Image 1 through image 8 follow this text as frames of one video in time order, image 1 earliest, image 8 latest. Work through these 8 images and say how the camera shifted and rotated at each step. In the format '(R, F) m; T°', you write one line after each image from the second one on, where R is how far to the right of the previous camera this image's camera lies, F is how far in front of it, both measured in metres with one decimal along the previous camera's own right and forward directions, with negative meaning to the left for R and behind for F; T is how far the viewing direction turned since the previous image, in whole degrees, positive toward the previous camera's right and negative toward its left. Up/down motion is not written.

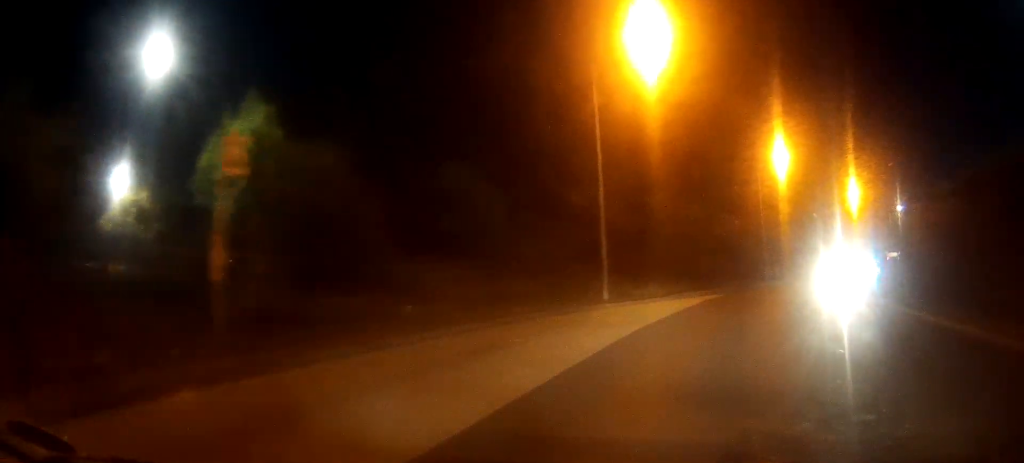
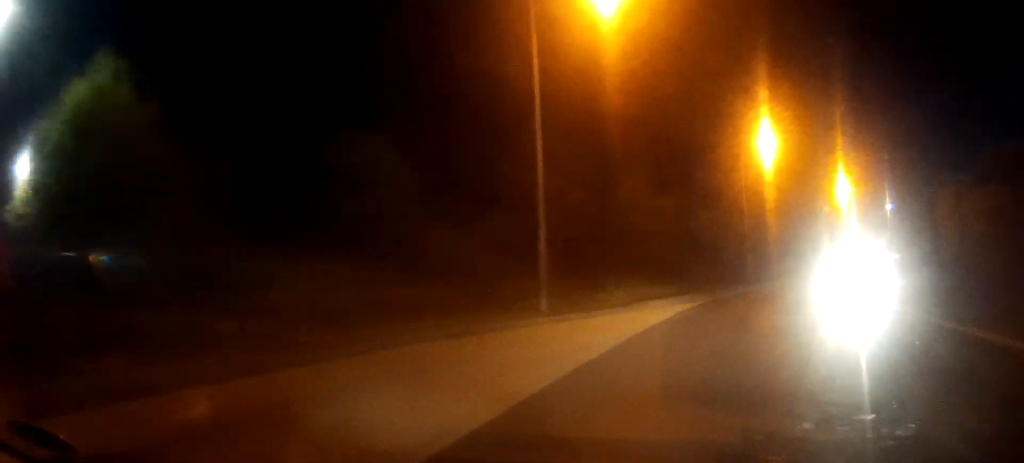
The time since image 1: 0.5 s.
(0.0, +7.6) m; +2°
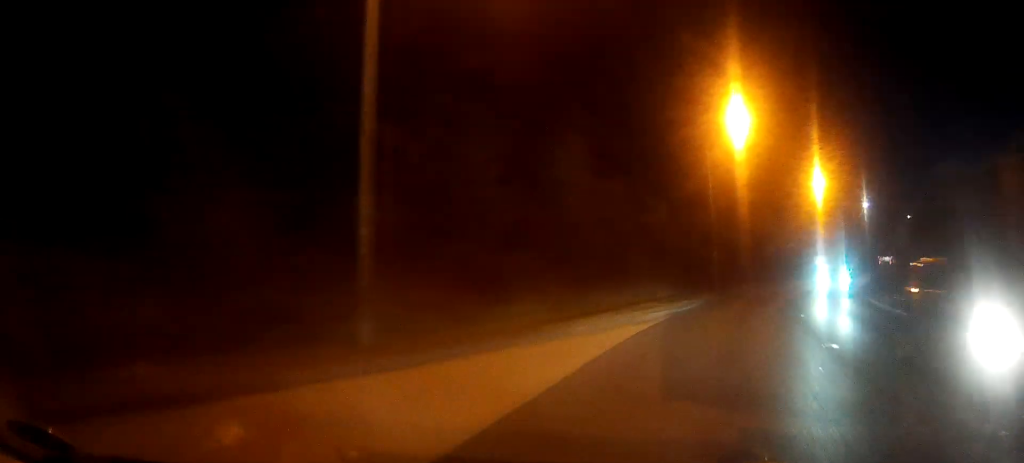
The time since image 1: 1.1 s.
(+0.3, +9.5) m; +4°
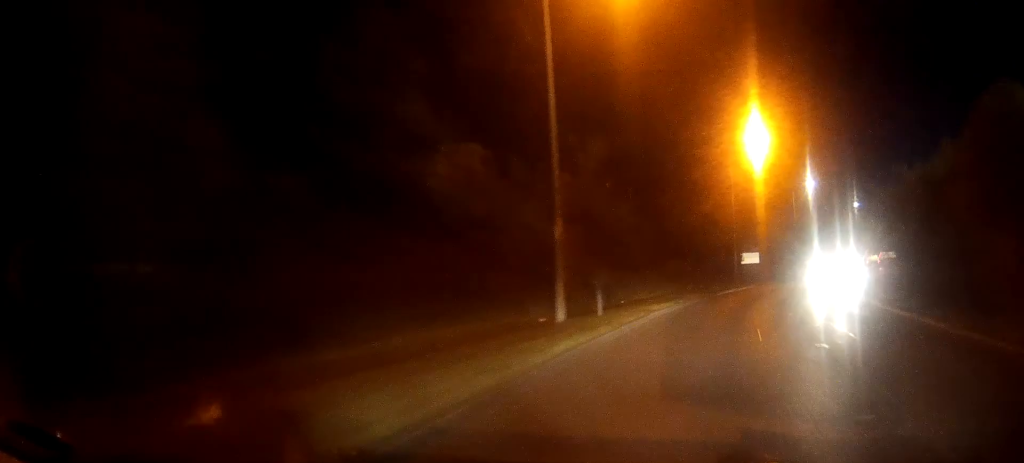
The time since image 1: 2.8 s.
(+2.6, +26.9) m; +9°
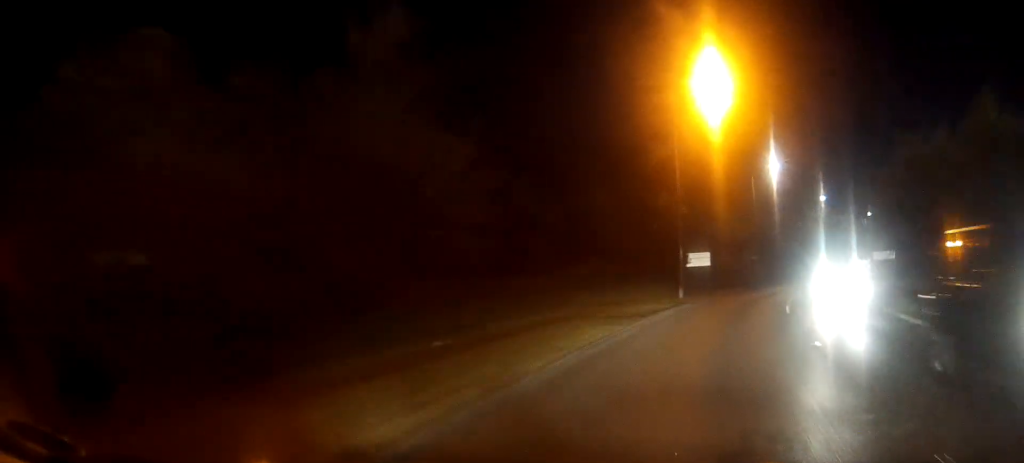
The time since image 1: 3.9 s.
(+0.2, +16.6) m; +4°
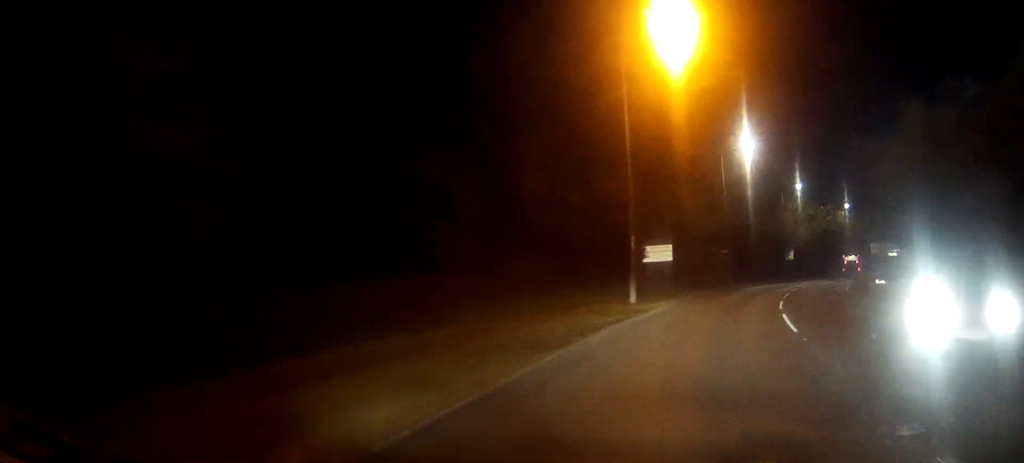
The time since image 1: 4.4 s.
(+0.4, +8.8) m; +3°
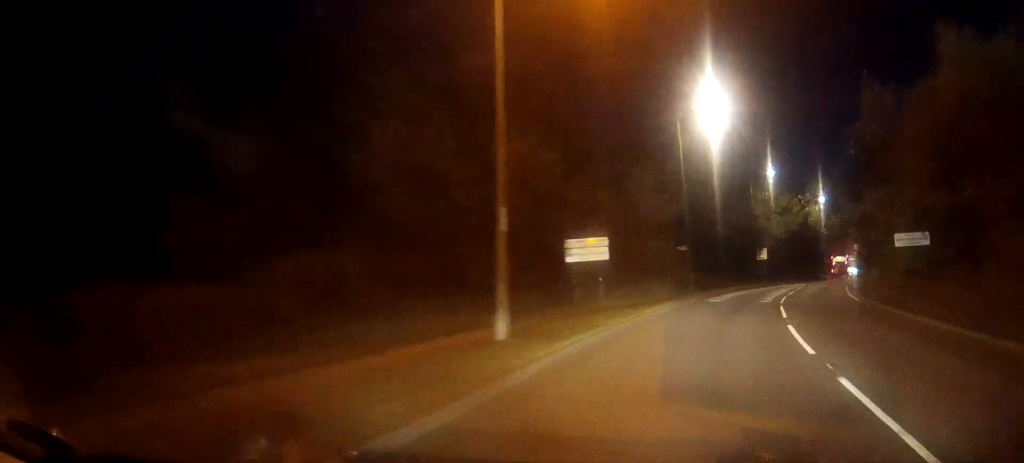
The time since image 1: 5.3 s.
(+0.5, +12.9) m; +5°
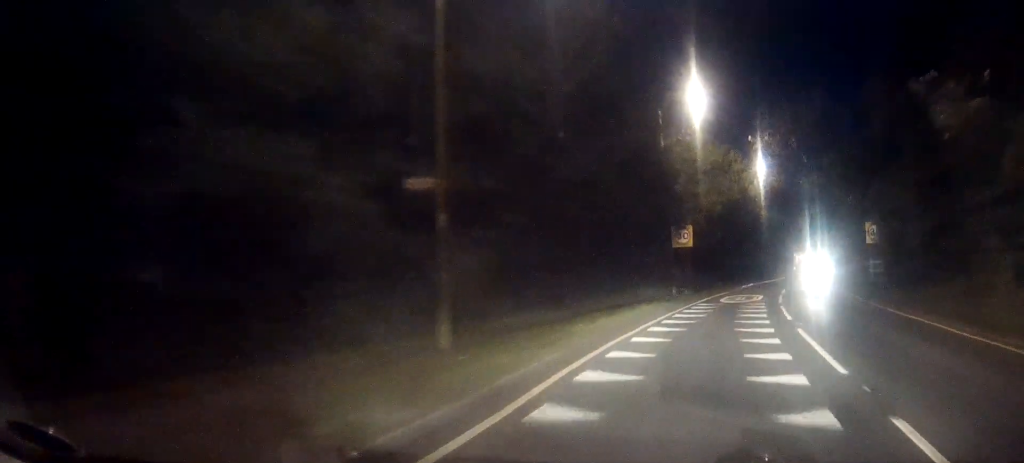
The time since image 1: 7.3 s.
(+2.8, +30.4) m; +10°
